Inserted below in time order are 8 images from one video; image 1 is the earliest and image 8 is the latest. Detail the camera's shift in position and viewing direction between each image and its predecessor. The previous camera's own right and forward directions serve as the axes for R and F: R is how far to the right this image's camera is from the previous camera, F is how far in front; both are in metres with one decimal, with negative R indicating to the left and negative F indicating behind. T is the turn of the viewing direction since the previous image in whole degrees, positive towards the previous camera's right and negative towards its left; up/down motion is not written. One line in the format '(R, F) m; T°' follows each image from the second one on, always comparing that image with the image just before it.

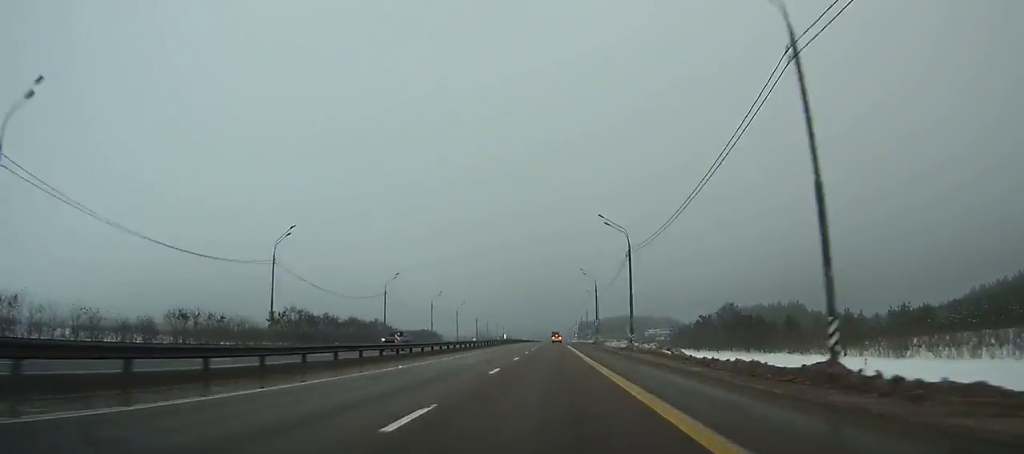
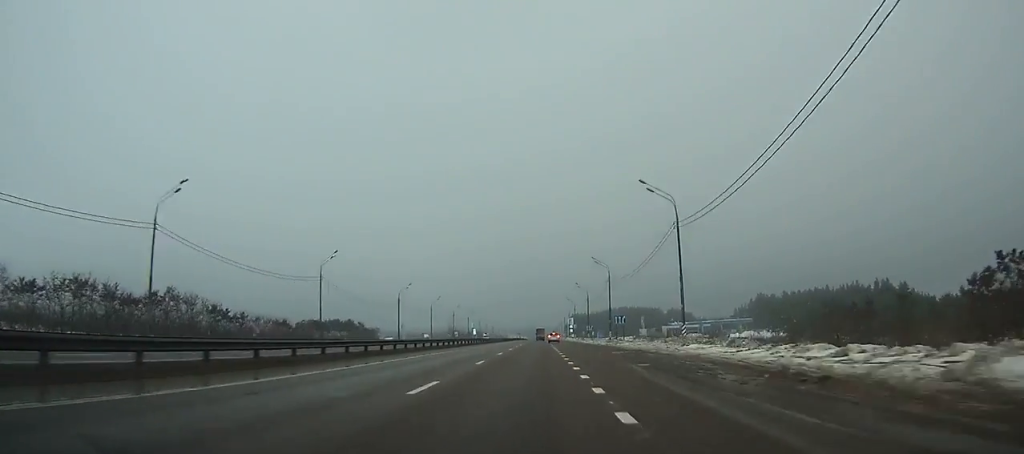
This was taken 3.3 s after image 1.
(+0.5, +81.2) m; +1°
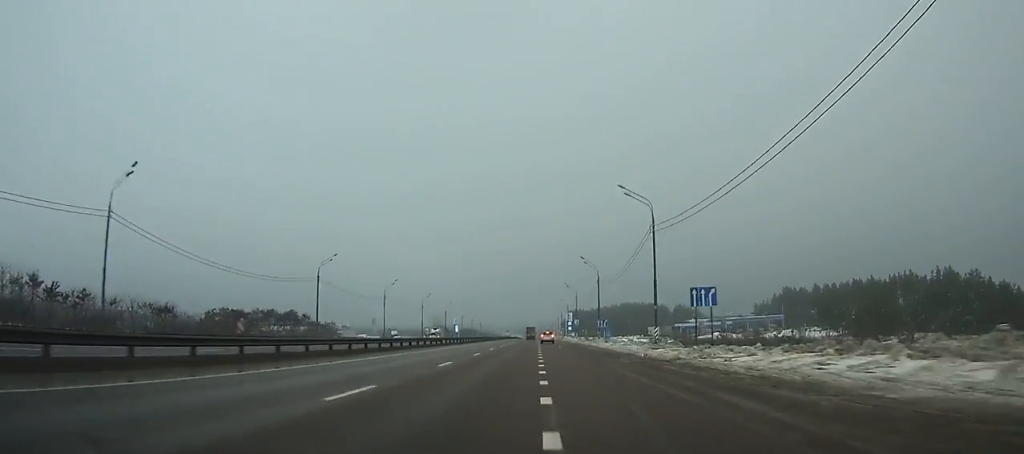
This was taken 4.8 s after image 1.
(+0.1, +32.0) m; 0°
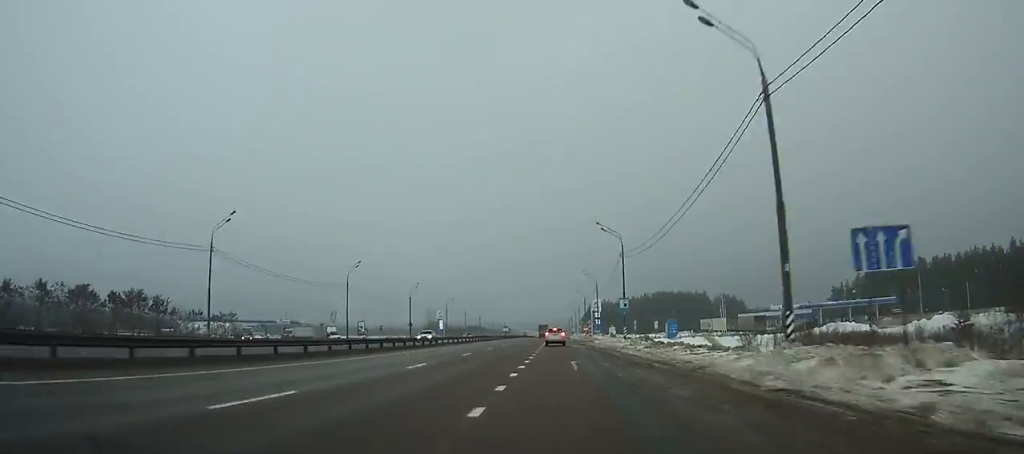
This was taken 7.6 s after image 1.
(-0.1, +52.4) m; 0°
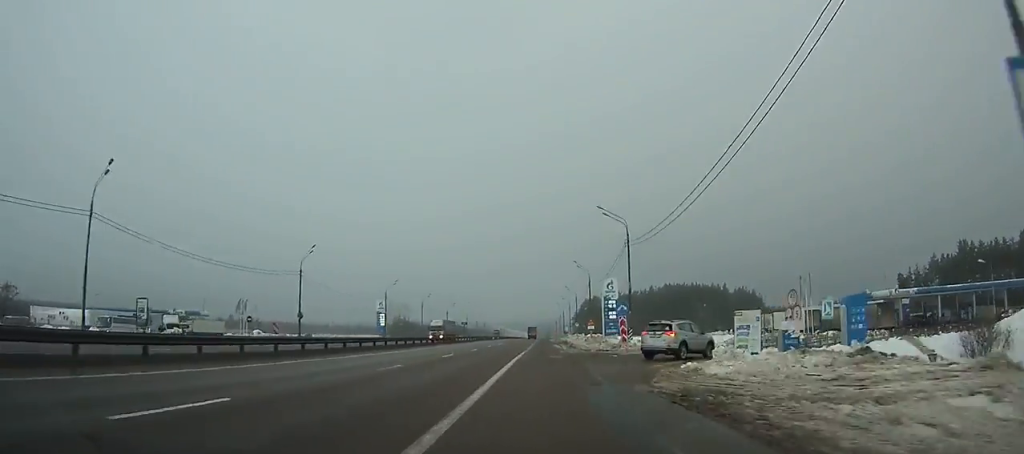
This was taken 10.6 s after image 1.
(-0.1, +41.1) m; +7°
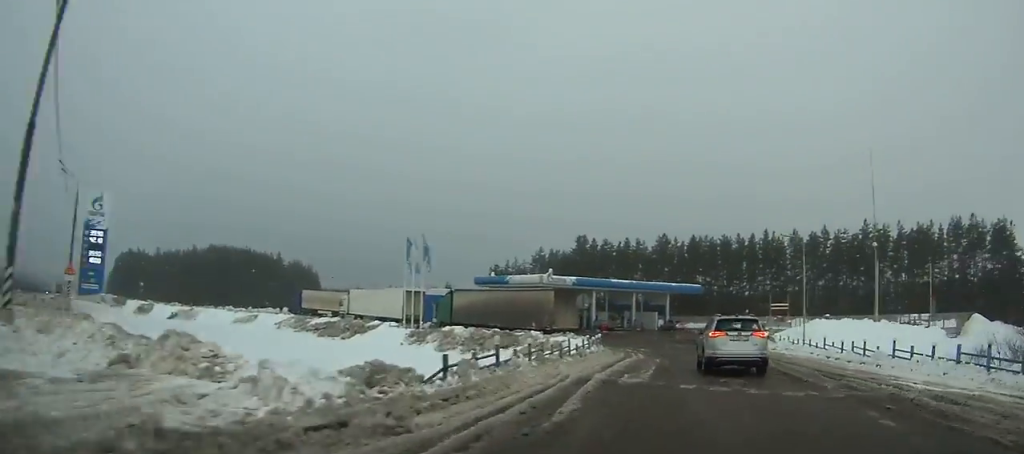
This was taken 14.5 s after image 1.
(+6.8, +29.7) m; +33°
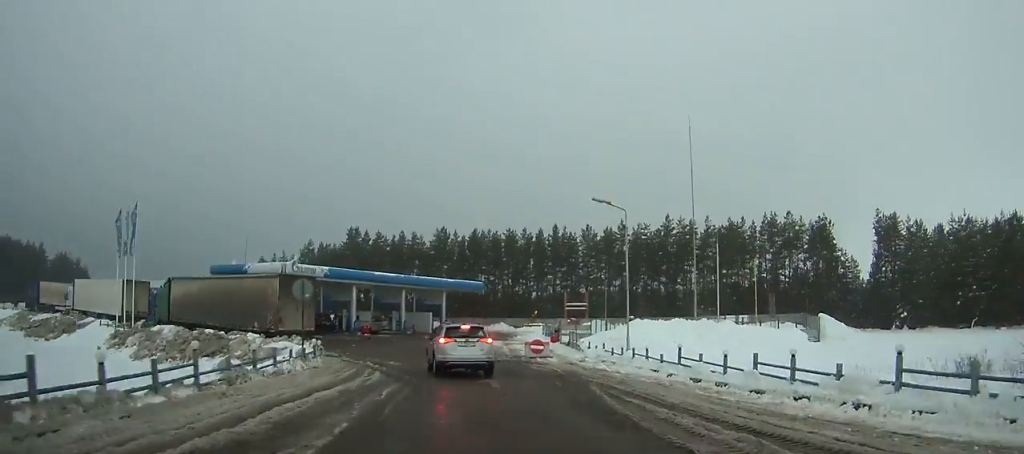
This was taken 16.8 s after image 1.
(+2.5, +11.7) m; +14°
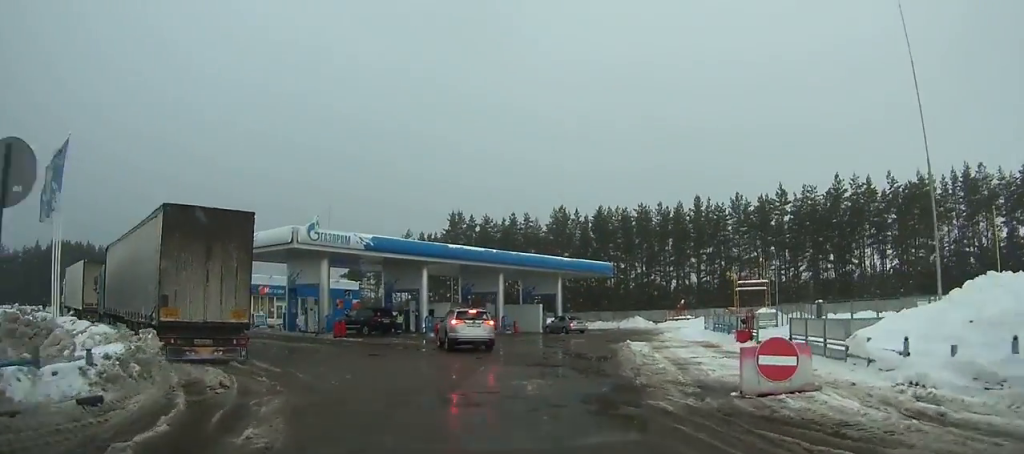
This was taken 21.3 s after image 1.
(+0.6, +16.2) m; -1°
